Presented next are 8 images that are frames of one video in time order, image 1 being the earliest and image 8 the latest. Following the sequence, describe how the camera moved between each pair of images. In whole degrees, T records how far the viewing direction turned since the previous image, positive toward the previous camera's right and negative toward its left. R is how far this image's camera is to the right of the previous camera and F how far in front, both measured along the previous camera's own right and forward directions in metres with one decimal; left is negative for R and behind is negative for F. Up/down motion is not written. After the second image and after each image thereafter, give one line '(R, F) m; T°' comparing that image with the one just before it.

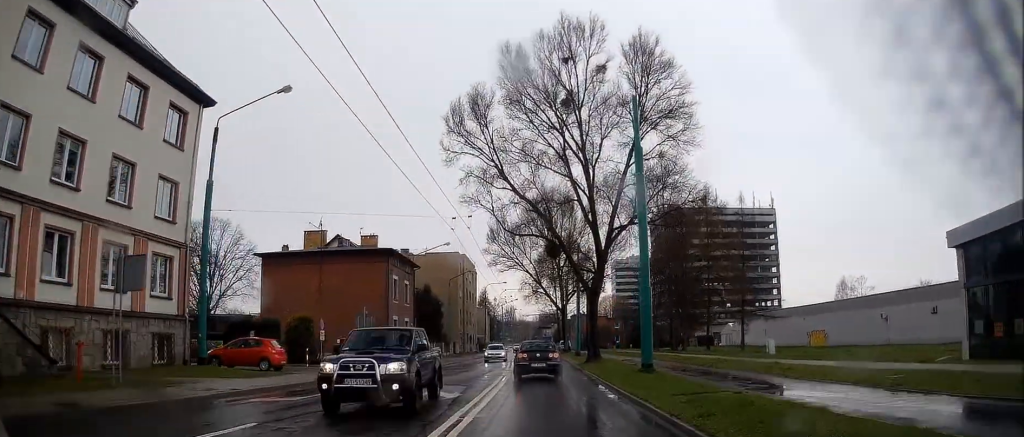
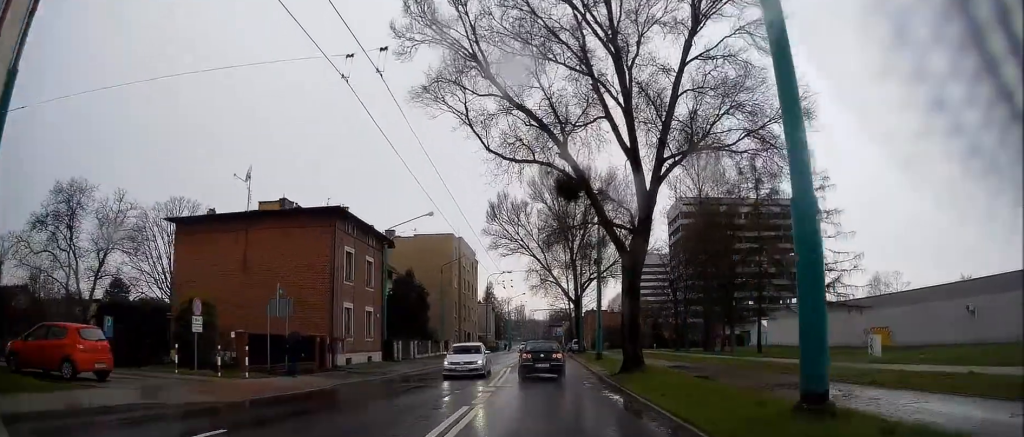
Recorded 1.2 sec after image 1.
(+0.1, +12.8) m; -1°
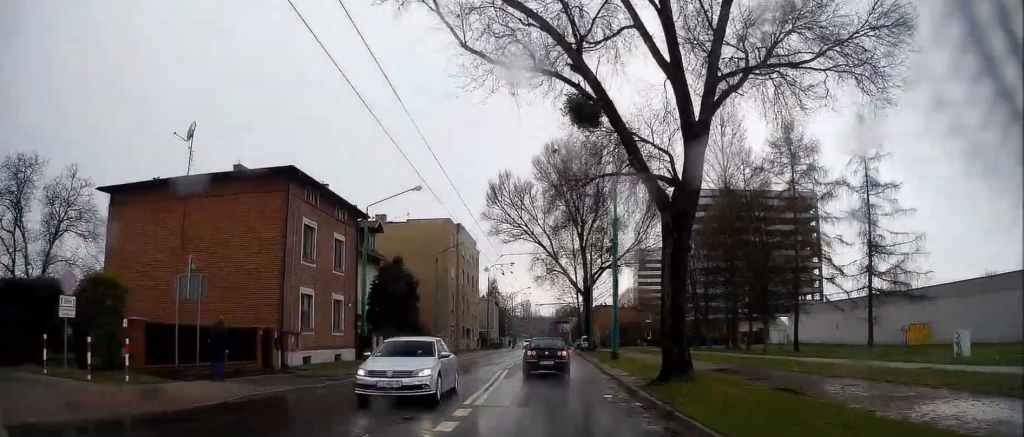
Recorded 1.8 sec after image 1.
(-0.2, +6.6) m; 0°
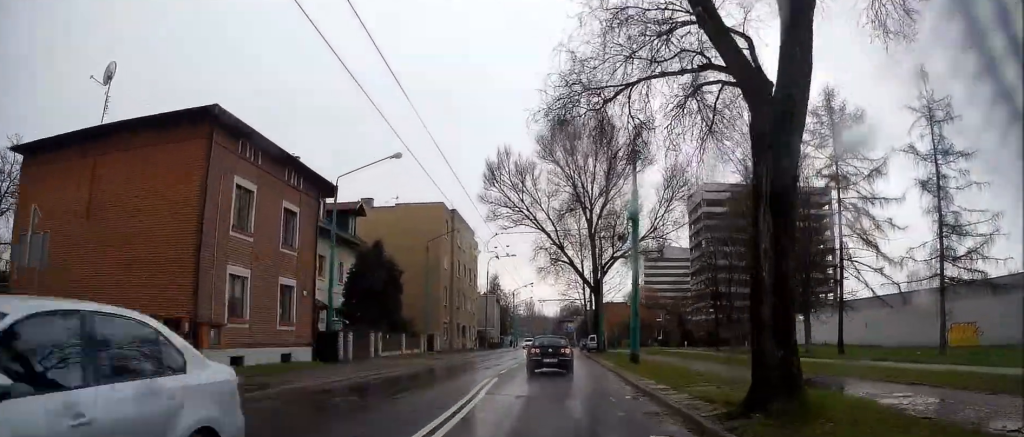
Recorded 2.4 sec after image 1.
(-0.1, +6.6) m; 0°
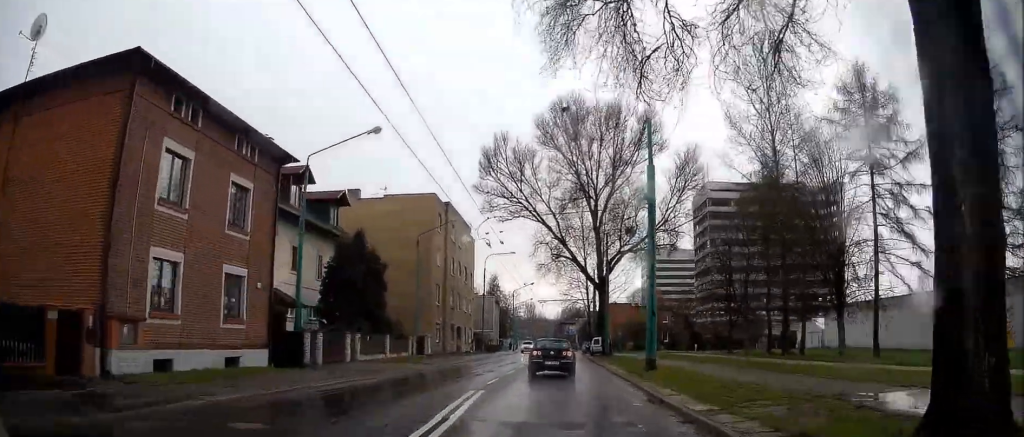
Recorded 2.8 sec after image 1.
(+0.1, +4.5) m; 0°
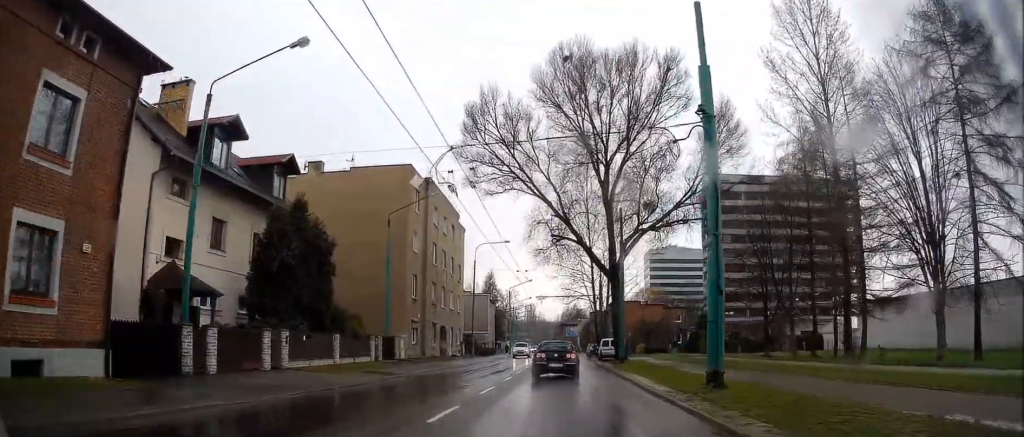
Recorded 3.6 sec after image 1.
(0.0, +9.4) m; 0°
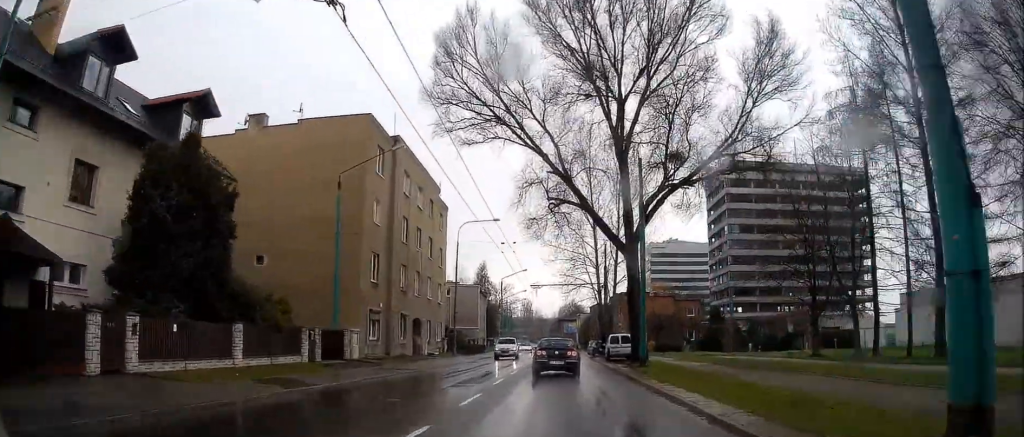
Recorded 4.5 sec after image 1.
(-0.1, +9.5) m; 0°
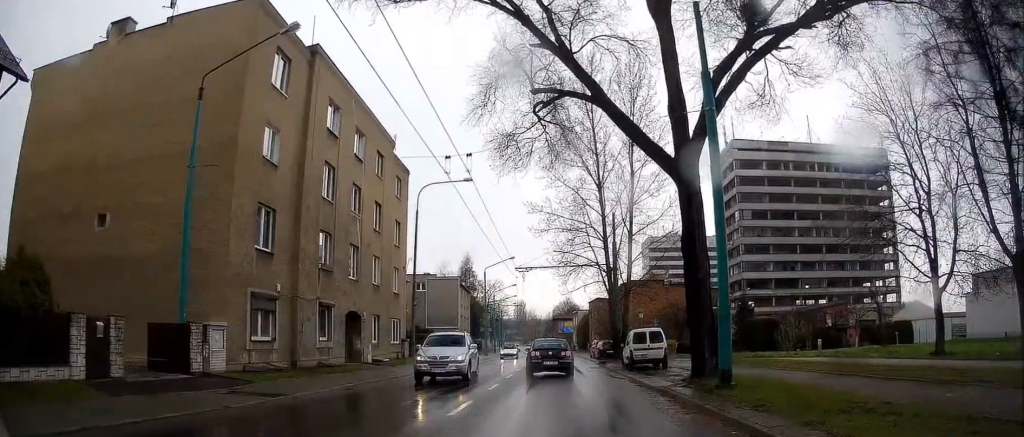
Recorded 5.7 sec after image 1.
(+0.1, +13.7) m; 0°
